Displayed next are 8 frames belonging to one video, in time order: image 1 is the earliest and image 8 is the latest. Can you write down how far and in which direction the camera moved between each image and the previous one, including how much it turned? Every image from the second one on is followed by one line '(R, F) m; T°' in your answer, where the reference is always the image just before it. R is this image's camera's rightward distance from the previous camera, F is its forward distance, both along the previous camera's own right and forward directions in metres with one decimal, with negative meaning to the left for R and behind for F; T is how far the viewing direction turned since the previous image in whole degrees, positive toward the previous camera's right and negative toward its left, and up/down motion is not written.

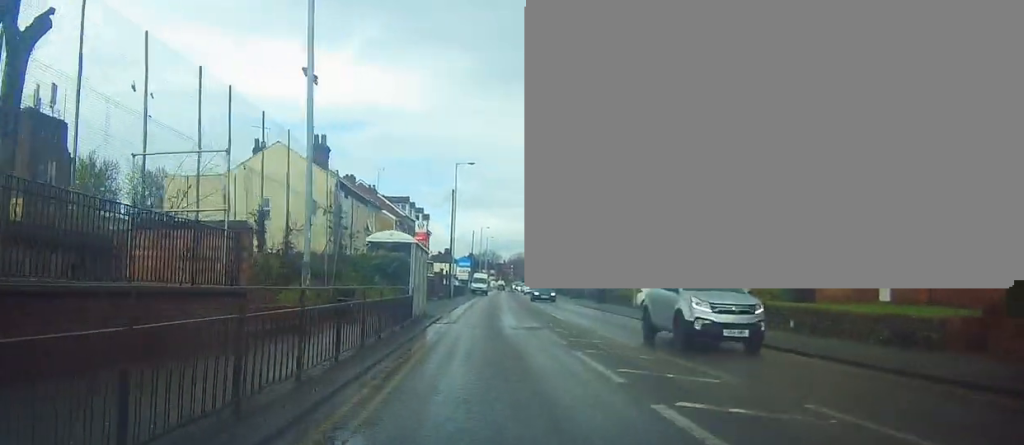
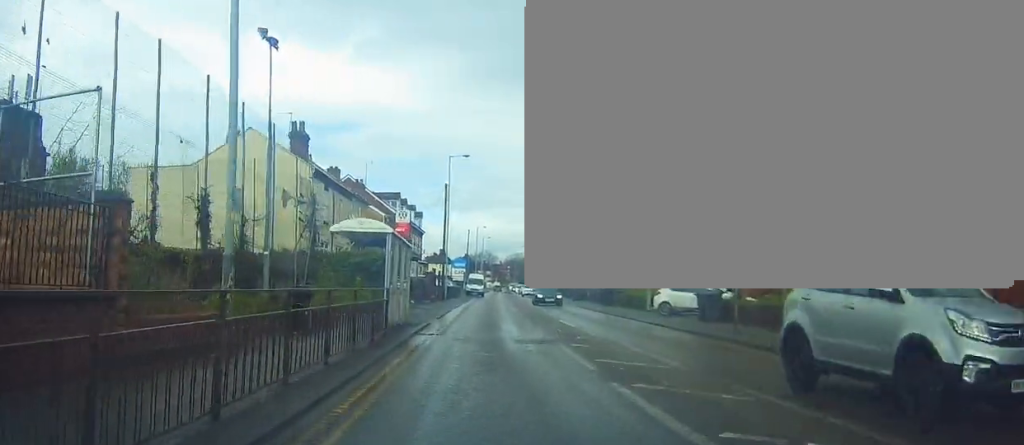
(-0.1, +4.3) m; +1°
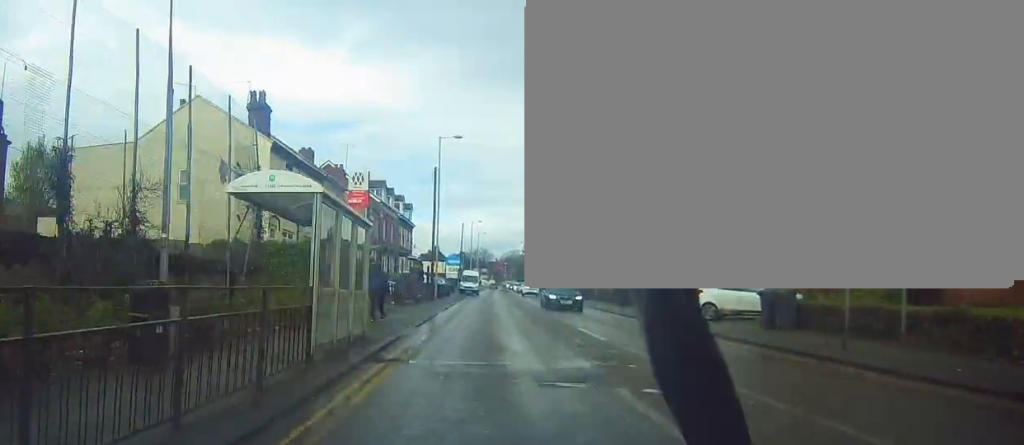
(+0.1, +6.5) m; 0°
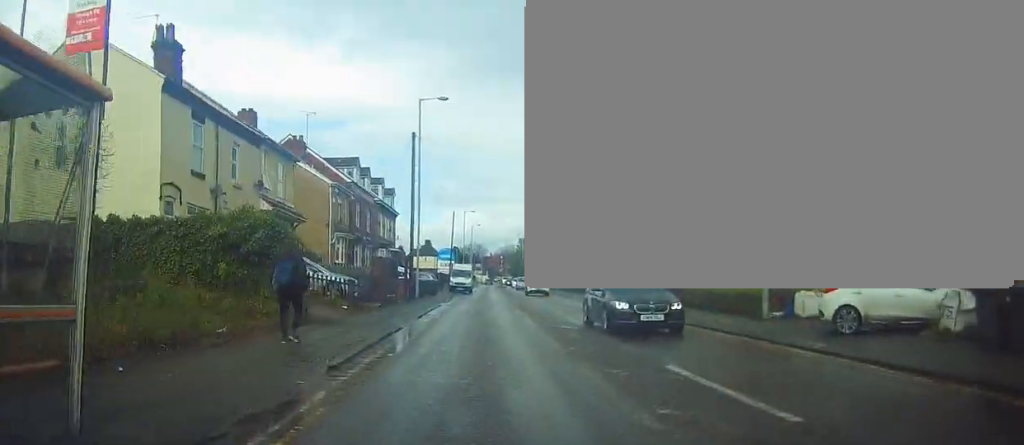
(0.0, +9.9) m; 0°
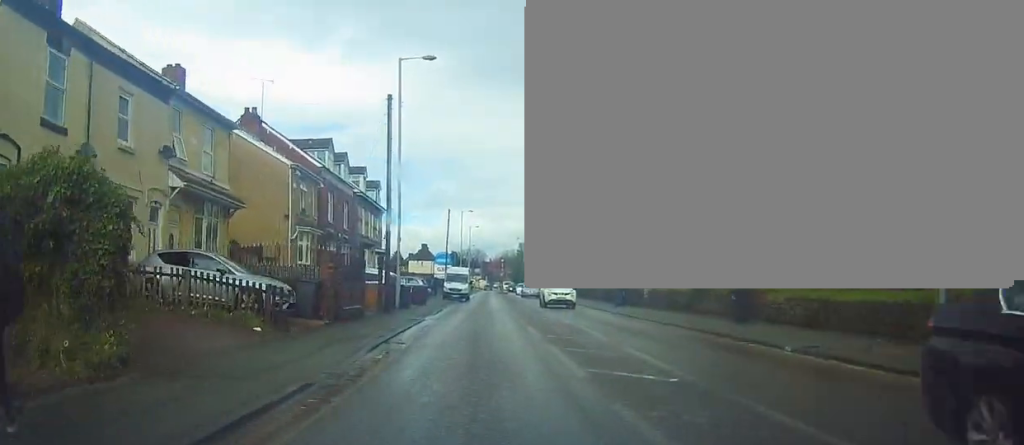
(-0.3, +8.7) m; +1°
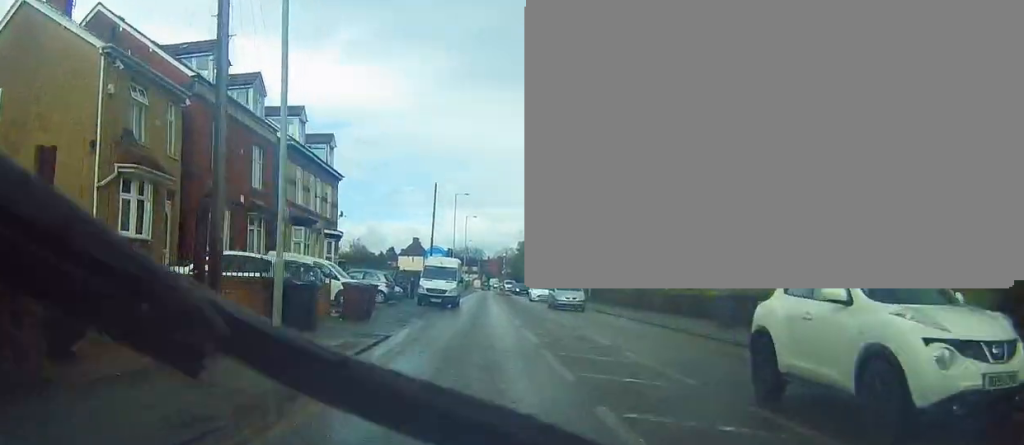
(+0.6, +18.0) m; 0°
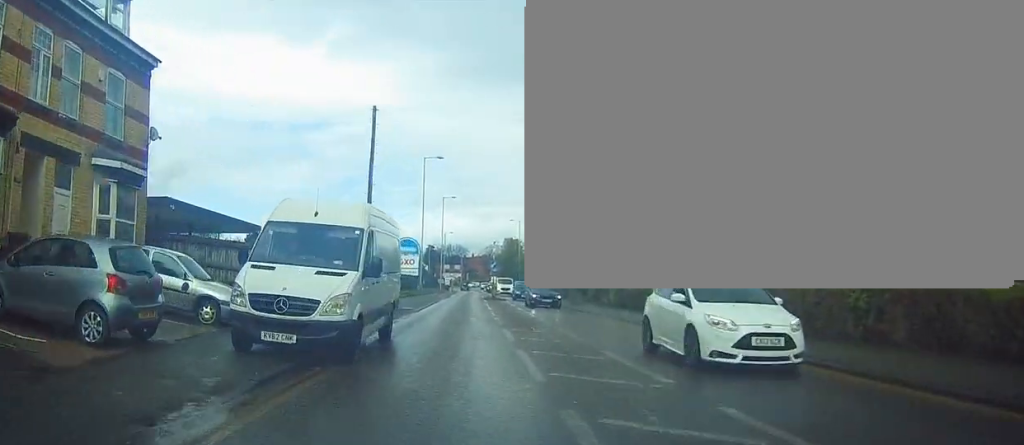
(-0.4, +24.3) m; 0°
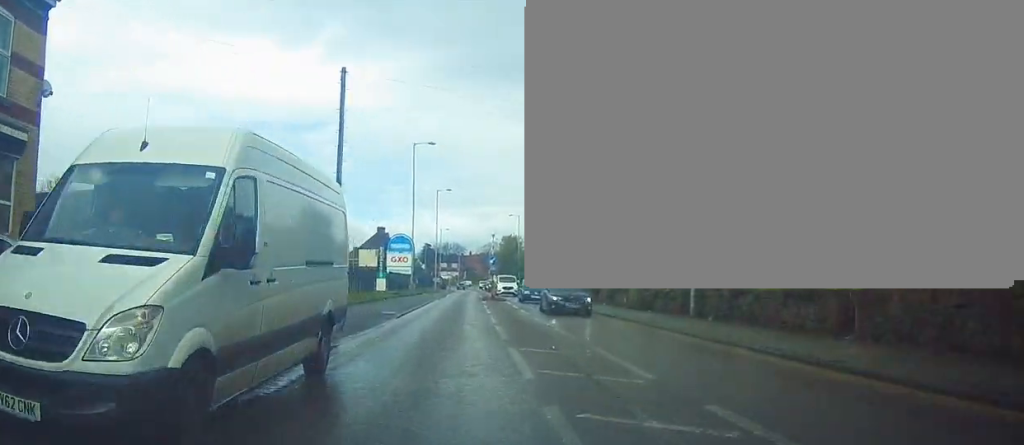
(+0.1, +5.9) m; +1°
